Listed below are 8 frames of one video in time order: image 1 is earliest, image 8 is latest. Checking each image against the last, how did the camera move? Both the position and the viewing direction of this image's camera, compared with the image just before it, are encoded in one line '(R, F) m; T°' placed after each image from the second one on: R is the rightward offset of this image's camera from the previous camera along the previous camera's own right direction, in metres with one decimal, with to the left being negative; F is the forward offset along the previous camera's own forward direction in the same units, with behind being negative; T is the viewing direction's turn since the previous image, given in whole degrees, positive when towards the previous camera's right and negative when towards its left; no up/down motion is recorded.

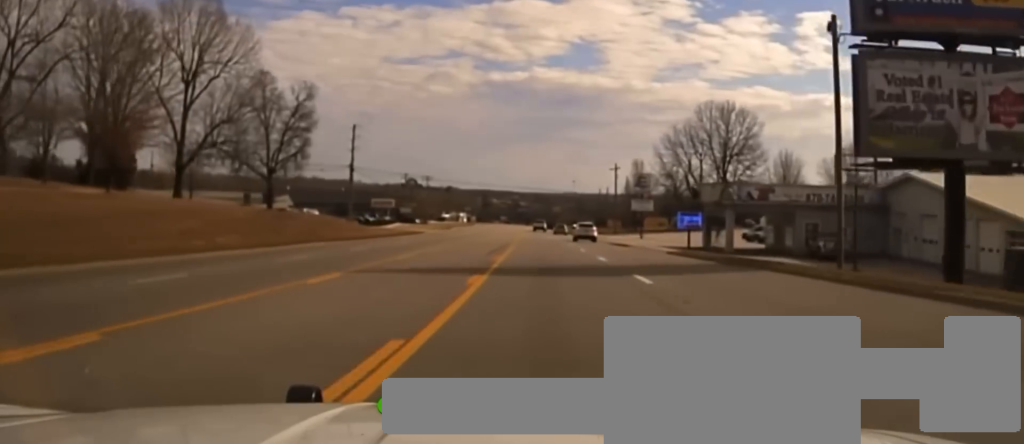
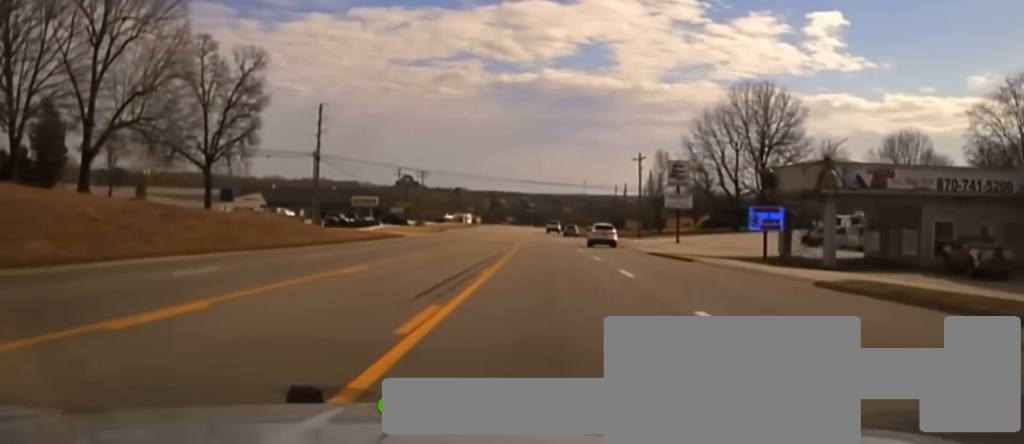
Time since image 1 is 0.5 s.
(-0.3, +20.9) m; -1°
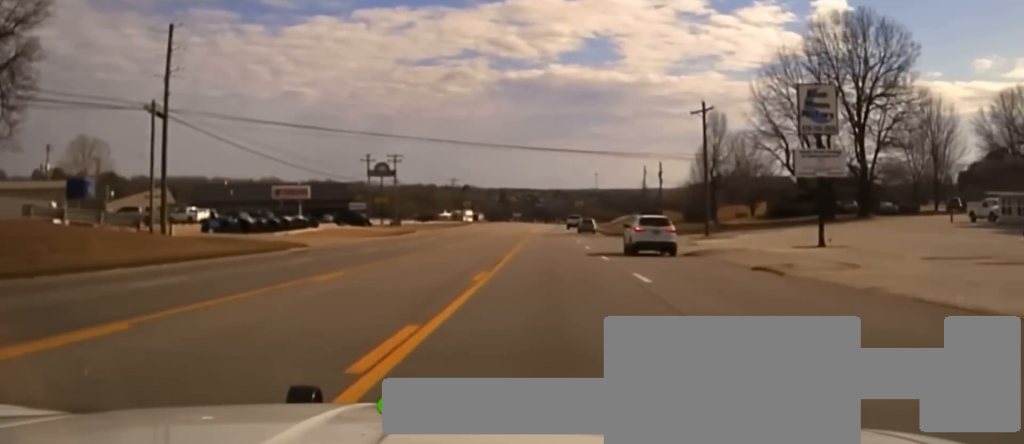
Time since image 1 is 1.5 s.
(-0.6, +39.6) m; -1°
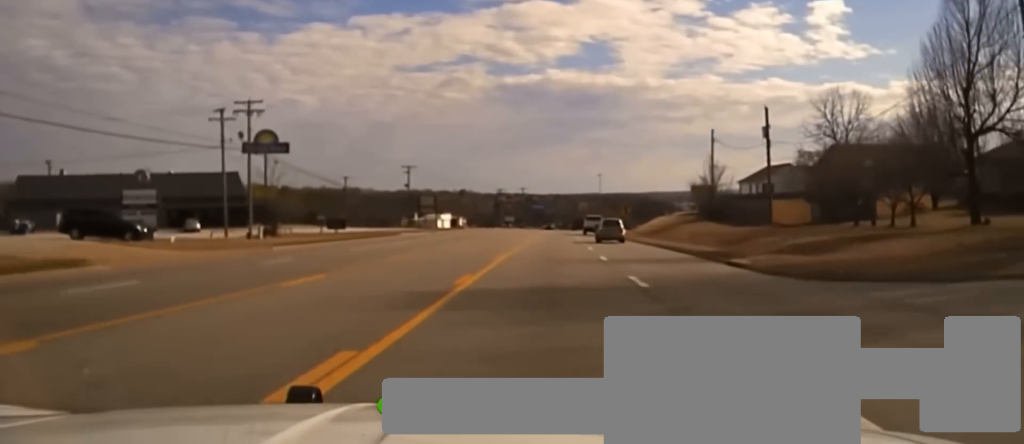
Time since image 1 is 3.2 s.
(0.0, +63.7) m; 0°
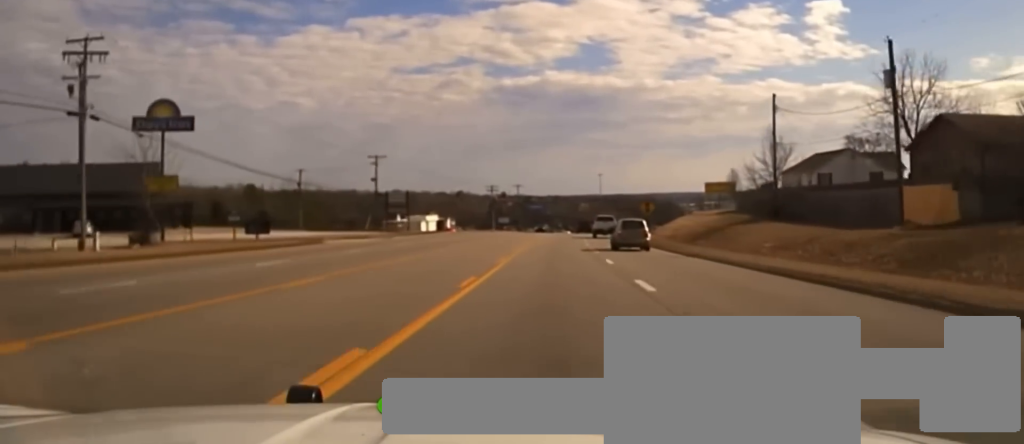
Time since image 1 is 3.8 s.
(+0.1, +25.4) m; 0°
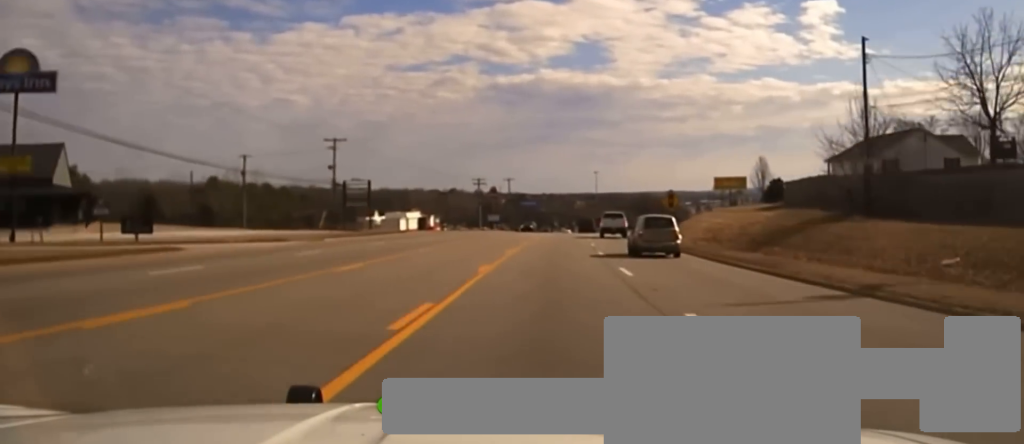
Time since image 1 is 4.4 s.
(-0.1, +20.1) m; 0°
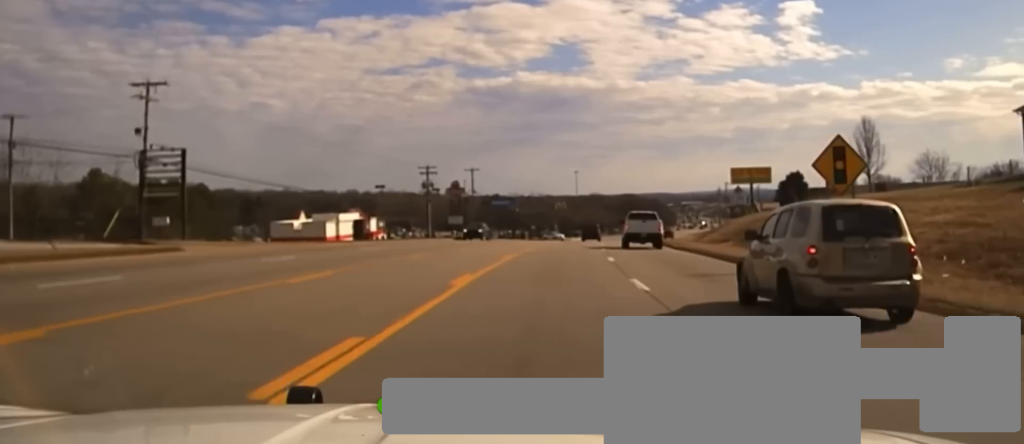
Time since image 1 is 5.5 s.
(-0.1, +41.9) m; +1°
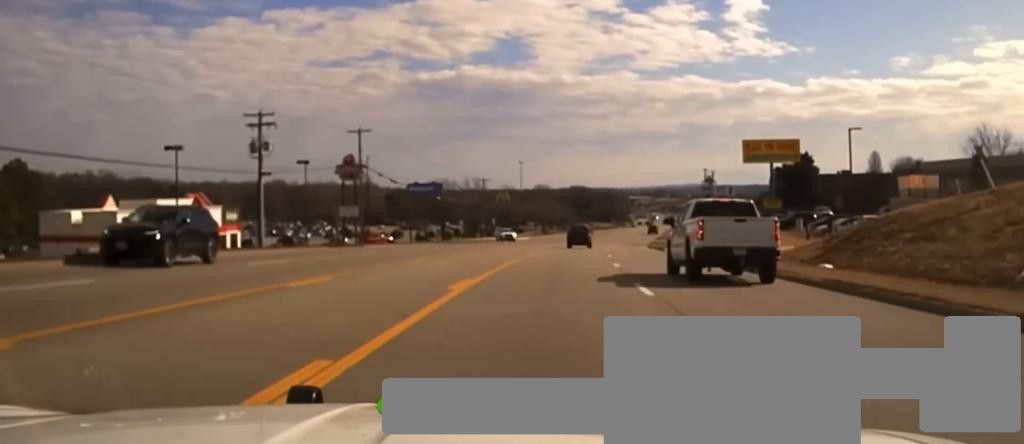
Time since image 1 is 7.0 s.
(+1.1, +51.2) m; +3°
